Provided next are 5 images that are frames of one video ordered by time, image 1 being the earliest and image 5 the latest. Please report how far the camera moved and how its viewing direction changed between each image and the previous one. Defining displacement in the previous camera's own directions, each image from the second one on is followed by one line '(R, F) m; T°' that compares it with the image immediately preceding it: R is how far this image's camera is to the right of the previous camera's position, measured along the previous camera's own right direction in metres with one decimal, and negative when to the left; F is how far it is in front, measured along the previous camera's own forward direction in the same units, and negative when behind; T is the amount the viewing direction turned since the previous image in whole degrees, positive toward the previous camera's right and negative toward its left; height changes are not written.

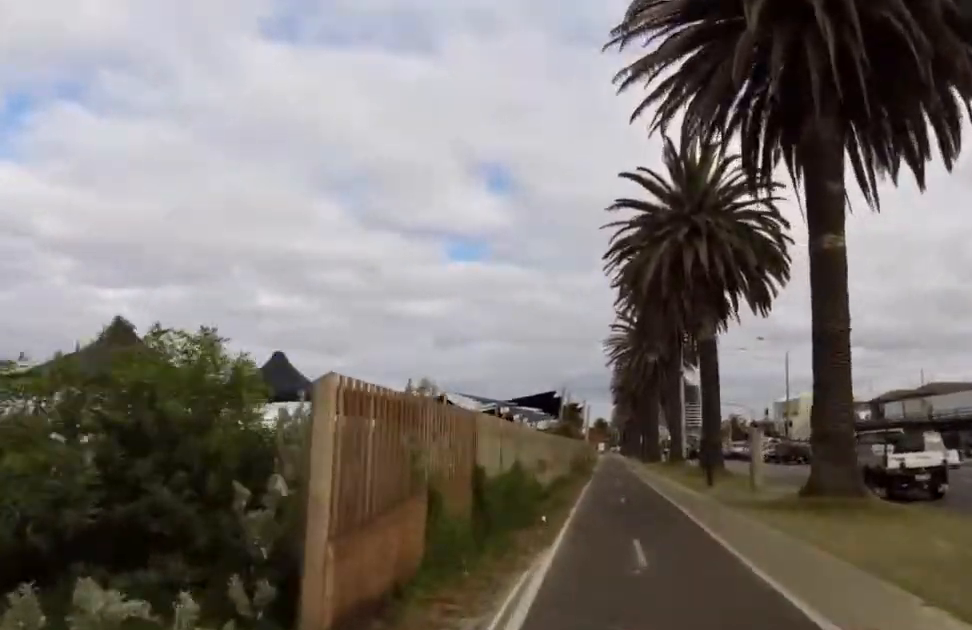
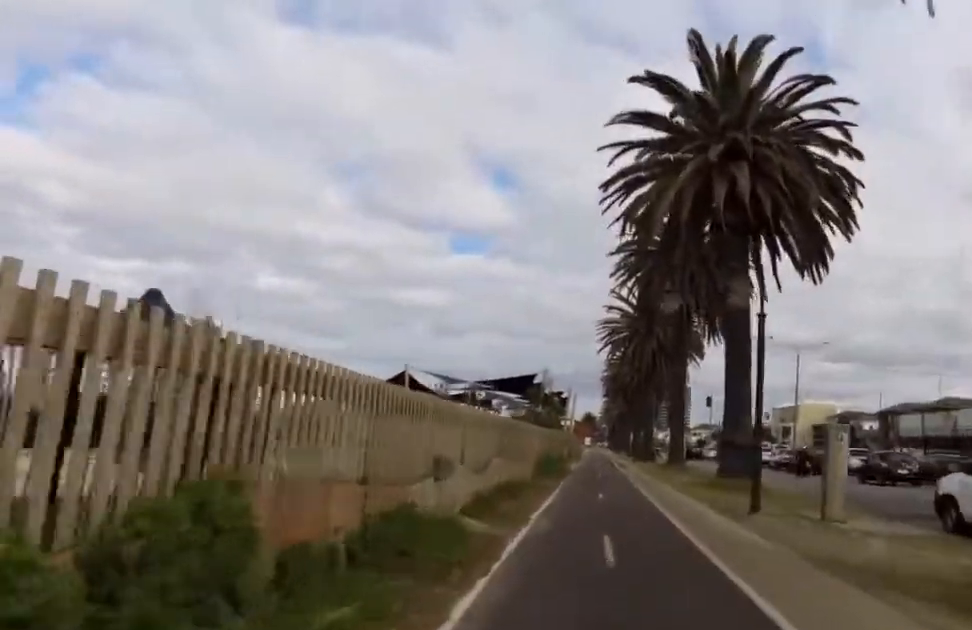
(+0.2, +8.2) m; 0°
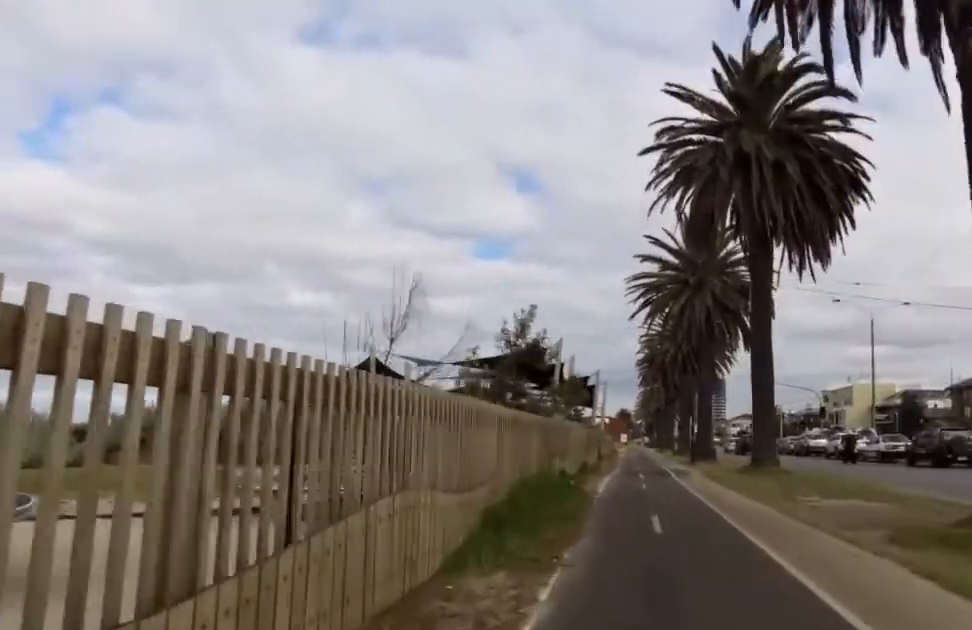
(+0.1, +13.3) m; -2°
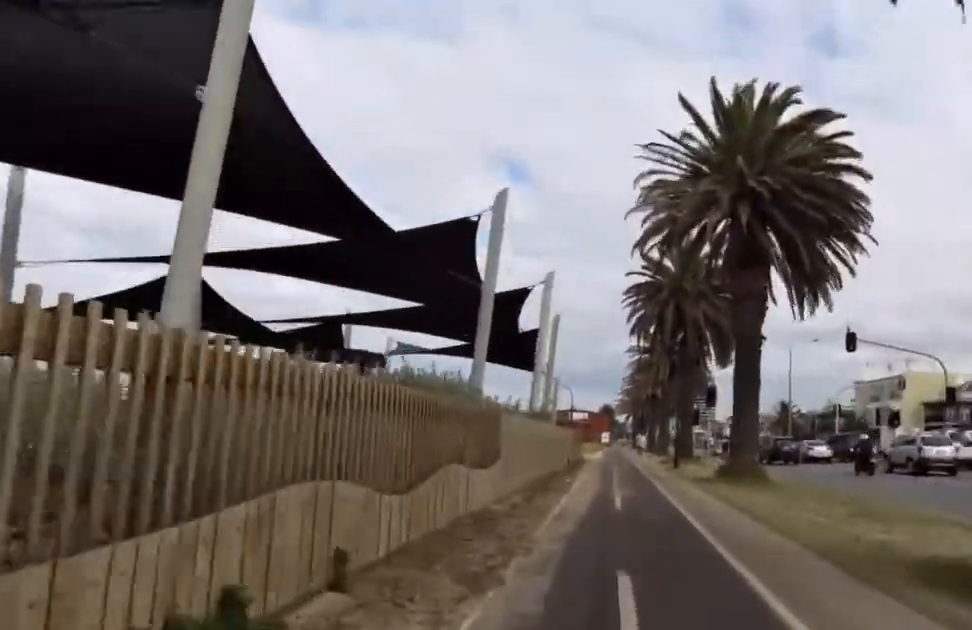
(-1.2, +32.8) m; -4°
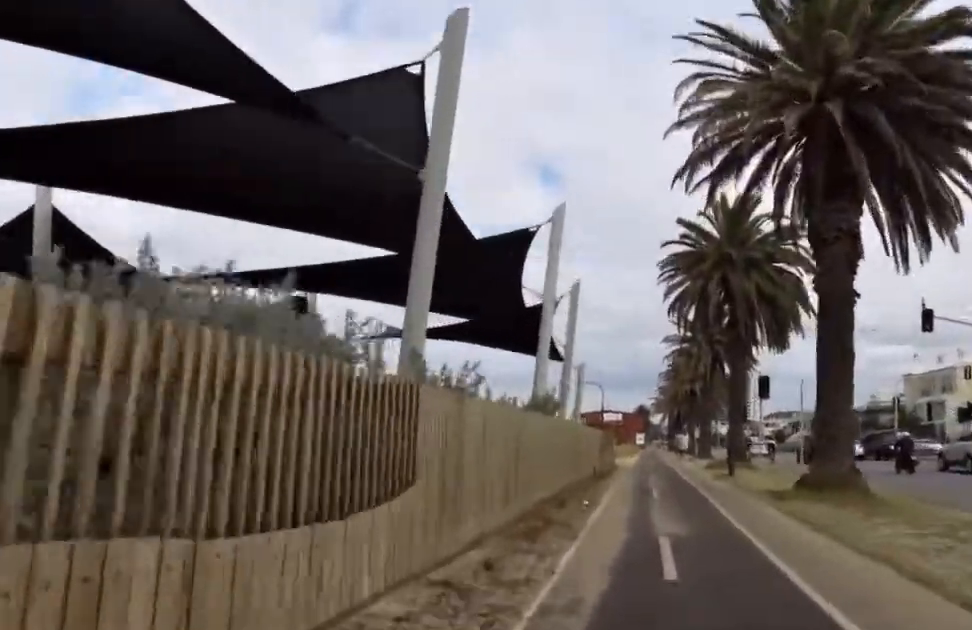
(-0.1, +6.0) m; -2°
